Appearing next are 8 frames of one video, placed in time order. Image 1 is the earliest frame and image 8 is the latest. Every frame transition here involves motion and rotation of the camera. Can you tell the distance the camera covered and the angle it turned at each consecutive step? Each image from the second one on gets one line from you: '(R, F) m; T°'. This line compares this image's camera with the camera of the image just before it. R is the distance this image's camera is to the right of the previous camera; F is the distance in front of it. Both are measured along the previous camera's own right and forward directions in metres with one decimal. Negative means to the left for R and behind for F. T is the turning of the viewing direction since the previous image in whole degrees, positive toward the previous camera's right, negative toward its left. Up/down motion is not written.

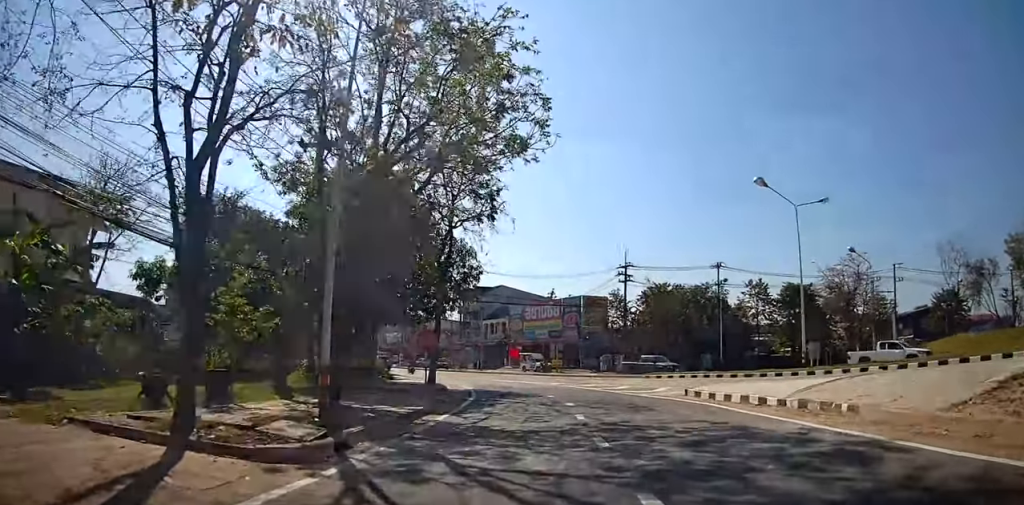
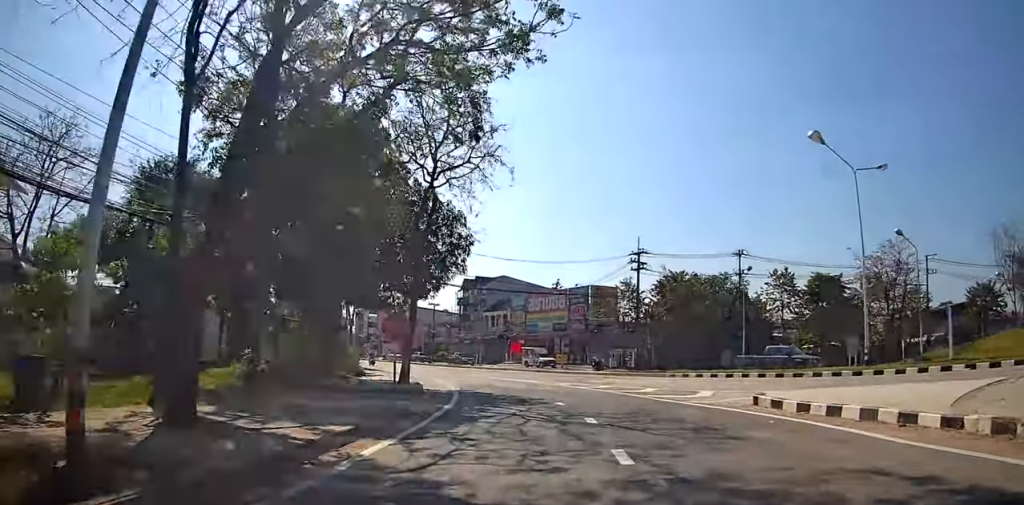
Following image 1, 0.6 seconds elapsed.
(+0.1, +5.8) m; -3°
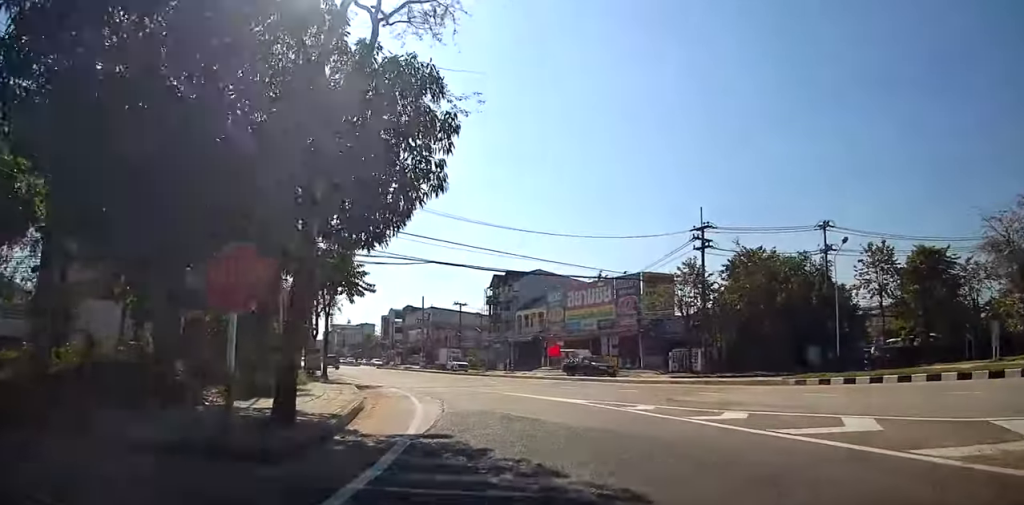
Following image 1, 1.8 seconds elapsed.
(-0.6, +12.0) m; -1°
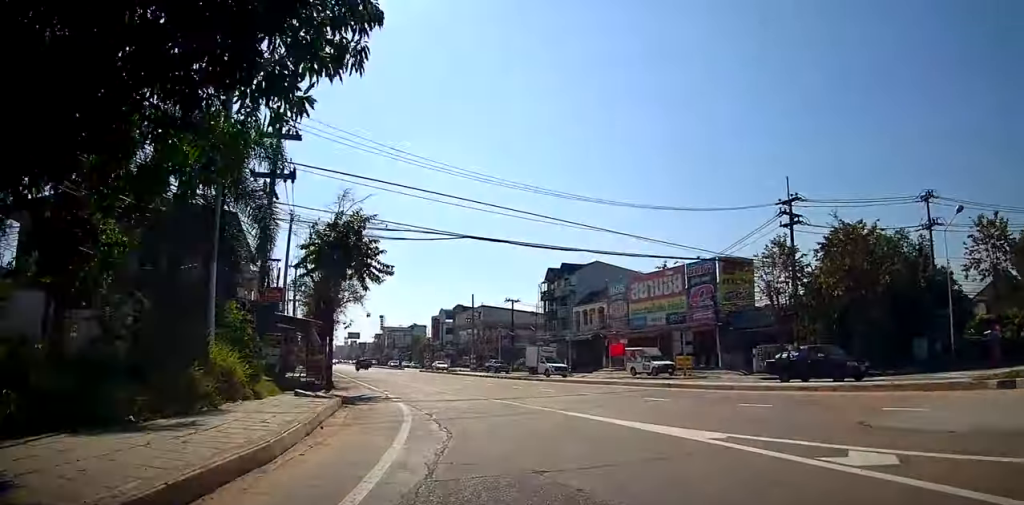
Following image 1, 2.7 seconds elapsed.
(+0.4, +7.8) m; -2°
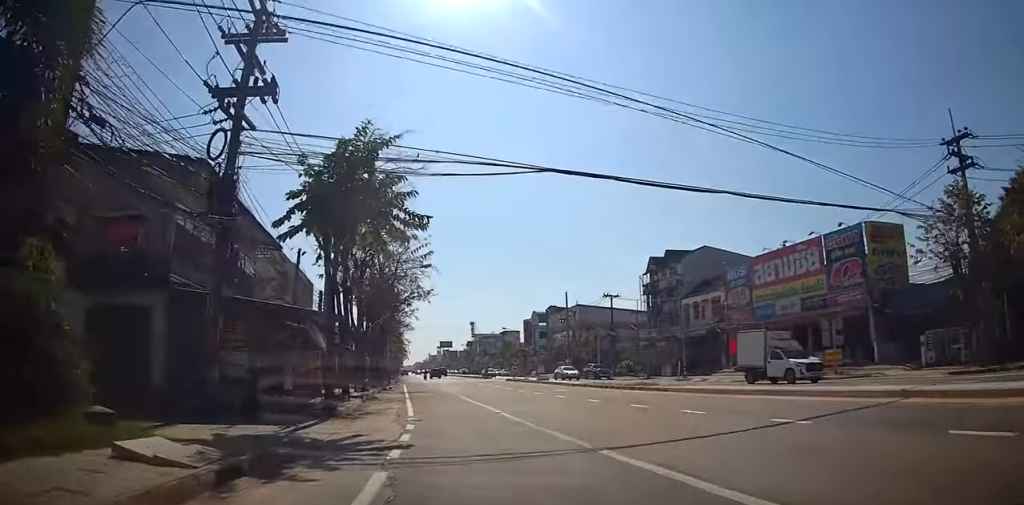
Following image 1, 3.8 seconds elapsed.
(-1.0, +10.0) m; -9°
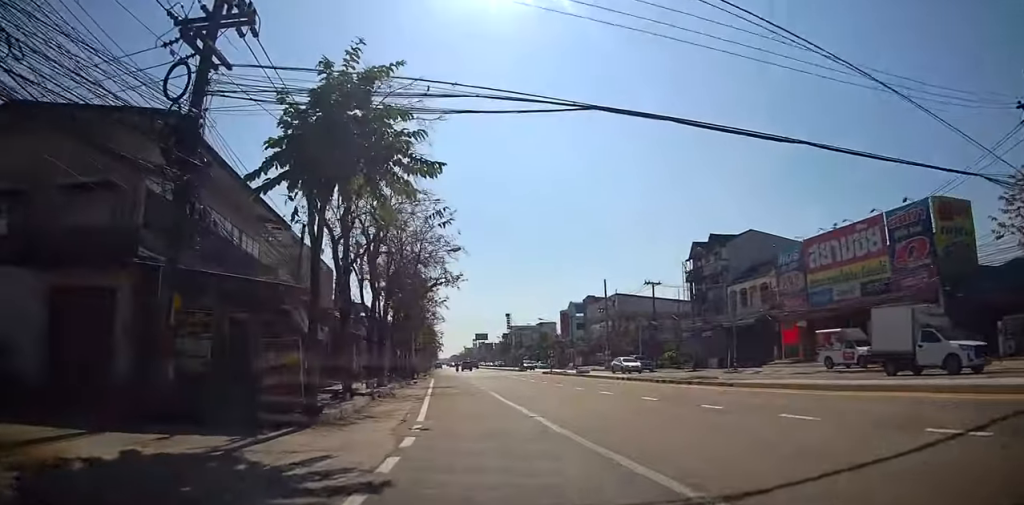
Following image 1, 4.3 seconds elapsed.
(0.0, +3.6) m; -3°
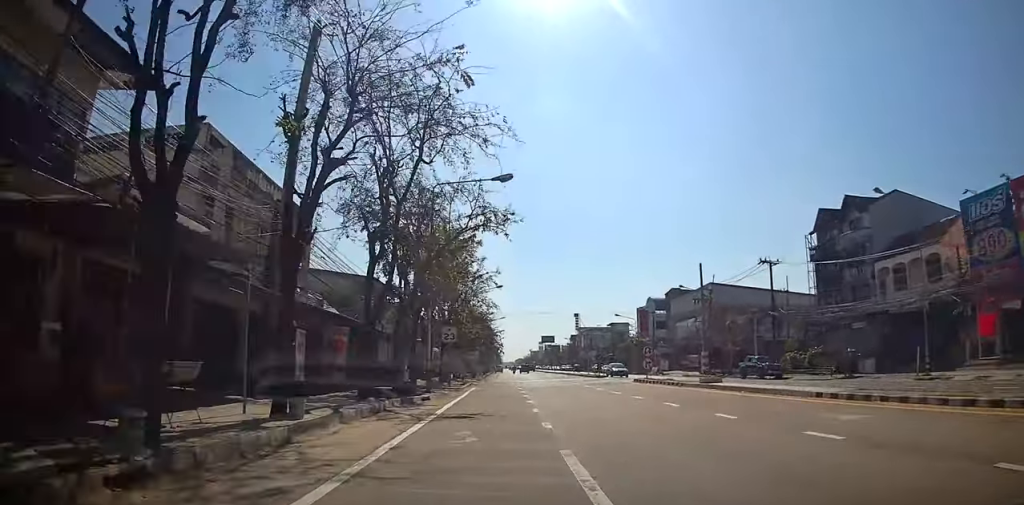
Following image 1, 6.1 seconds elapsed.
(-1.7, +14.8) m; -9°
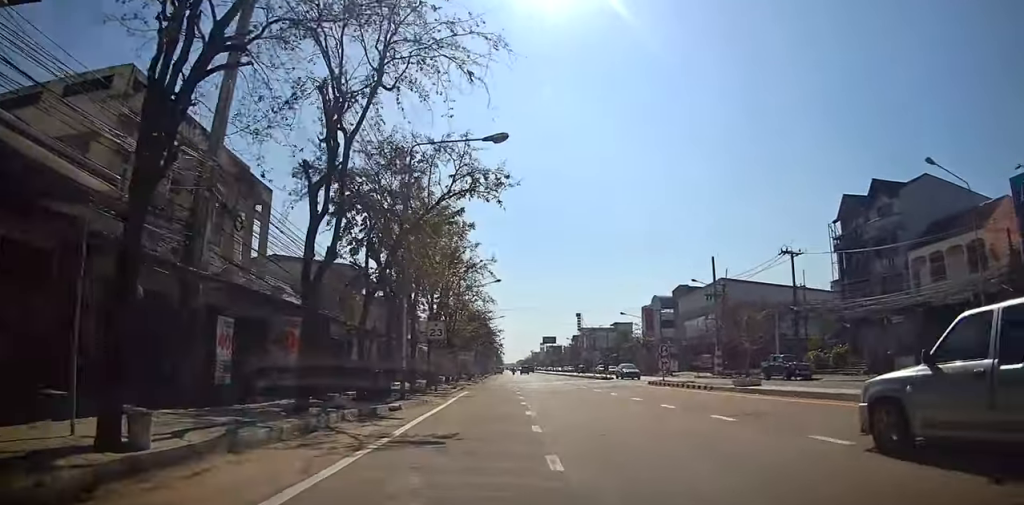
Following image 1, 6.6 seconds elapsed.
(0.0, +4.0) m; -1°
